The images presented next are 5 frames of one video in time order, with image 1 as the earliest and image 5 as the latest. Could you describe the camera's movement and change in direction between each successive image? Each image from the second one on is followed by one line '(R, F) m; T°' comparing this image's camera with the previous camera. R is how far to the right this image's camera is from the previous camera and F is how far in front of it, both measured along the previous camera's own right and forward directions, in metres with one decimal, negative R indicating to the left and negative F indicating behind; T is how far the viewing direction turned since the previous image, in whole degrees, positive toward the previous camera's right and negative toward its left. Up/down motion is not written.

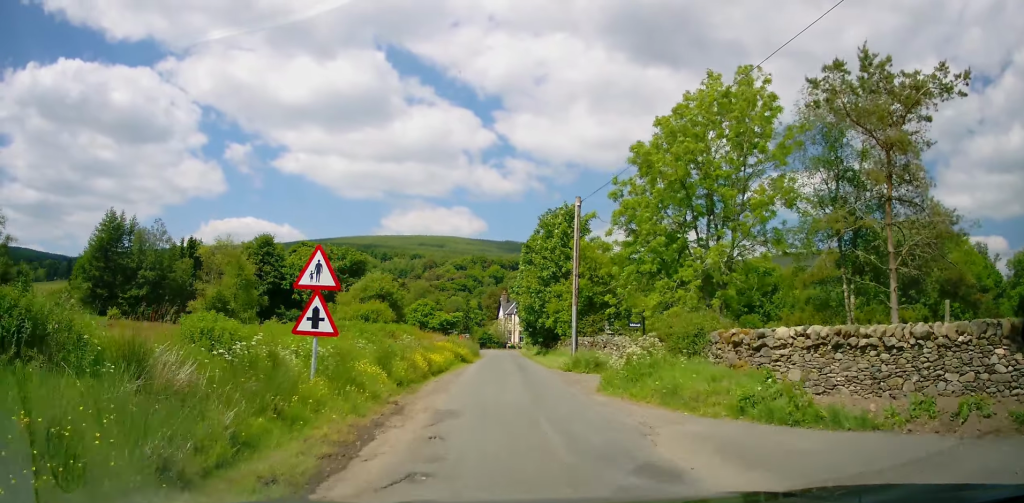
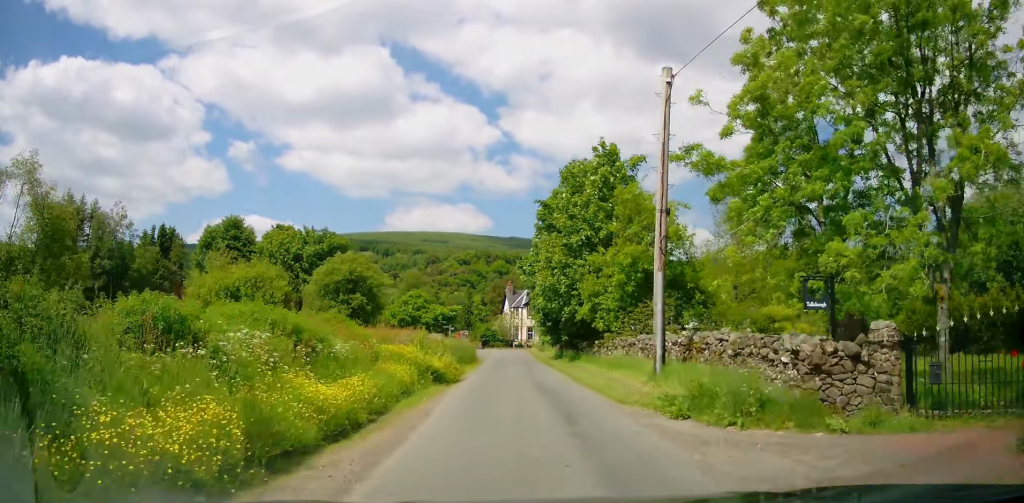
(-0.1, +13.8) m; 0°
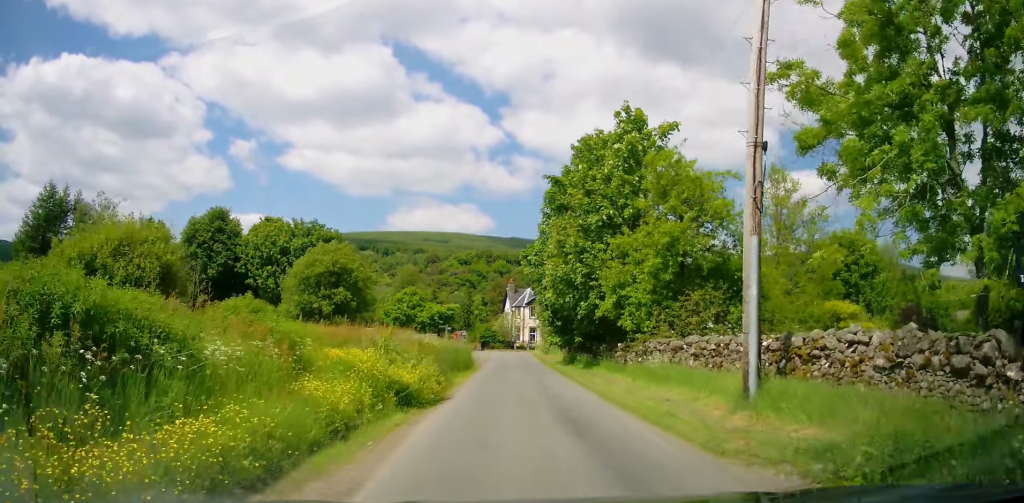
(0.0, +5.1) m; 0°
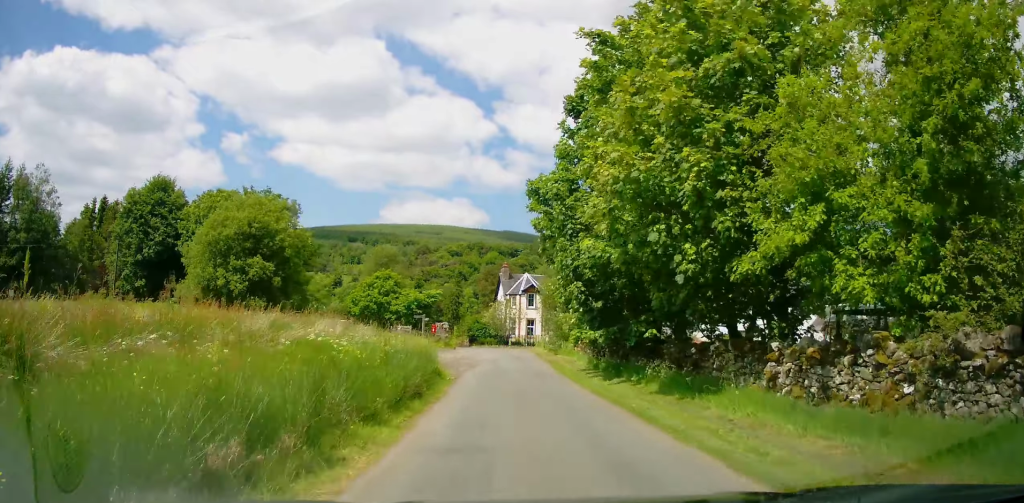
(+0.2, +13.4) m; 0°
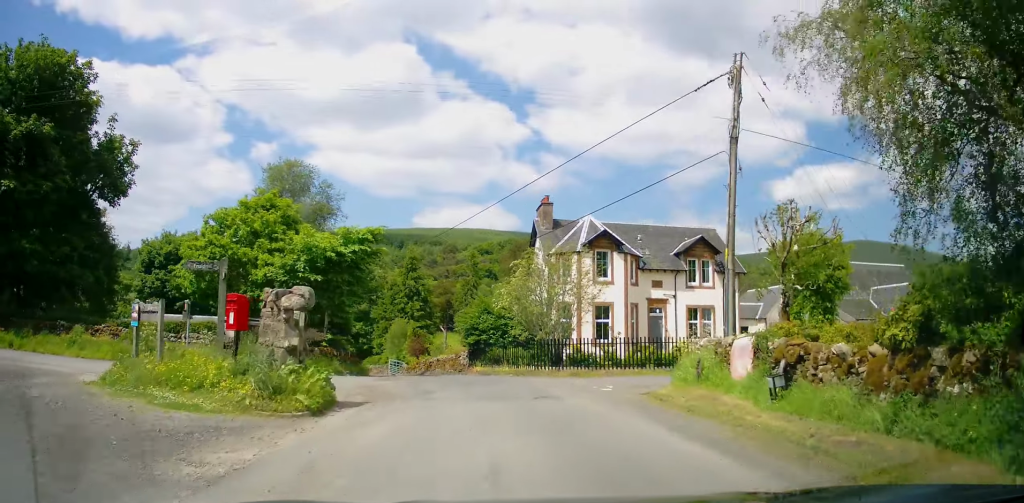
(-0.4, +37.2) m; -3°
